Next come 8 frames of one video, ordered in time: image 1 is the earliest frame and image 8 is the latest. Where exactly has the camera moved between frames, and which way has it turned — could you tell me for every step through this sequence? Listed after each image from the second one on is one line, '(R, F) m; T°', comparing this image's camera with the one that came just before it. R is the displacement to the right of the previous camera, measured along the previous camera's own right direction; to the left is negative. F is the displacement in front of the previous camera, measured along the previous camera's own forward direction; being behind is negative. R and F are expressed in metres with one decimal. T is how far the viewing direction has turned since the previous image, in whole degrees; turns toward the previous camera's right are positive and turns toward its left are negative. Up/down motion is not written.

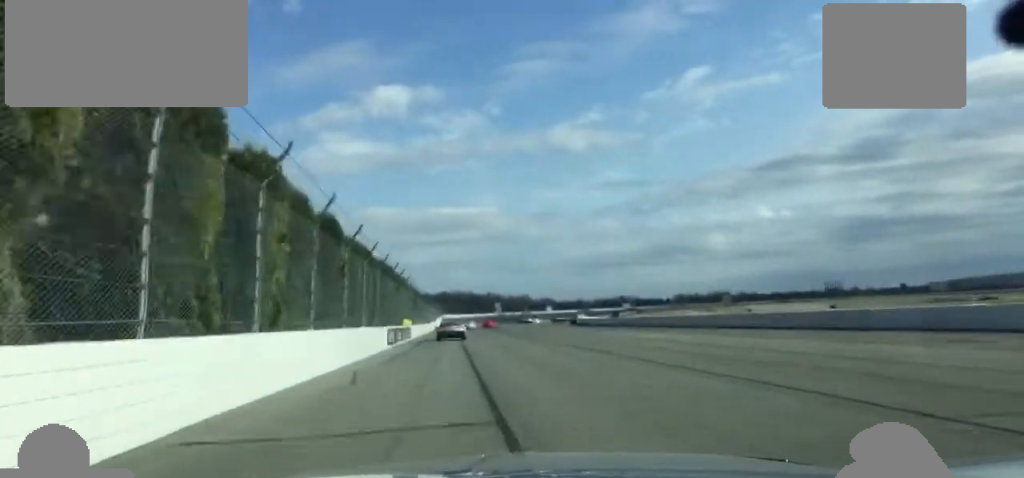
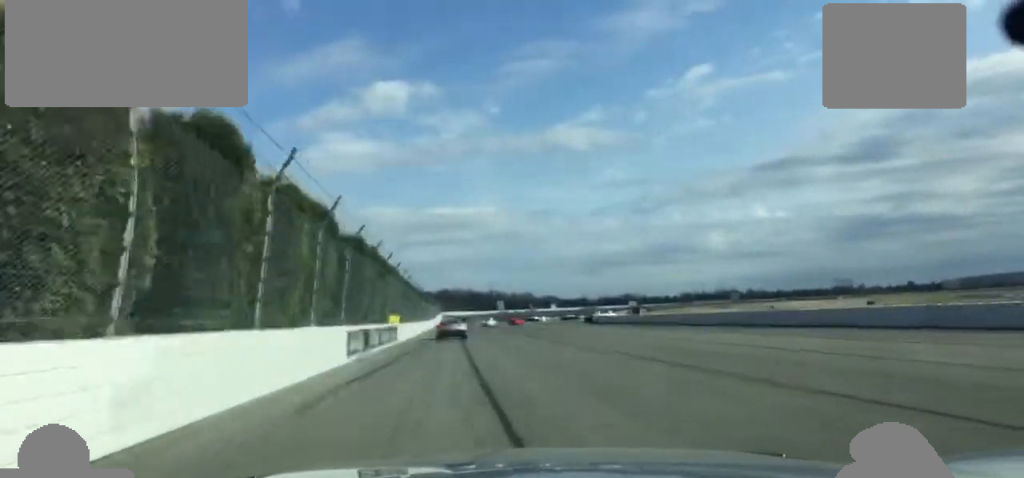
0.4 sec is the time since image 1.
(+0.1, +15.3) m; 0°
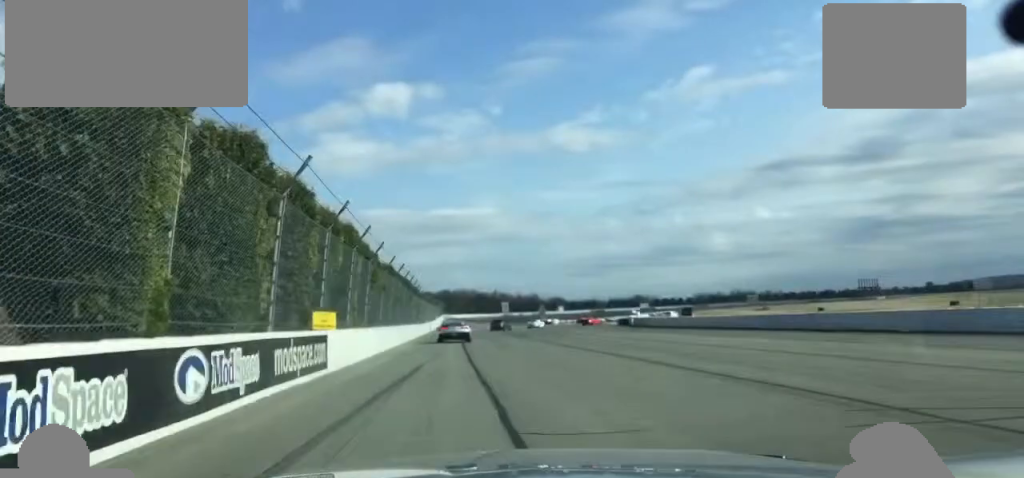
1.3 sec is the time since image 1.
(-0.2, +28.3) m; 0°
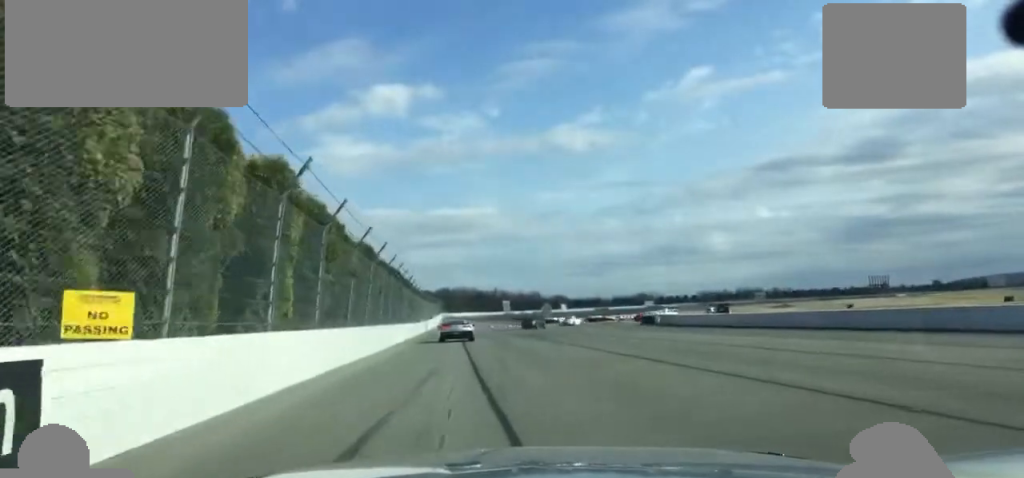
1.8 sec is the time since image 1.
(-0.1, +14.5) m; 0°
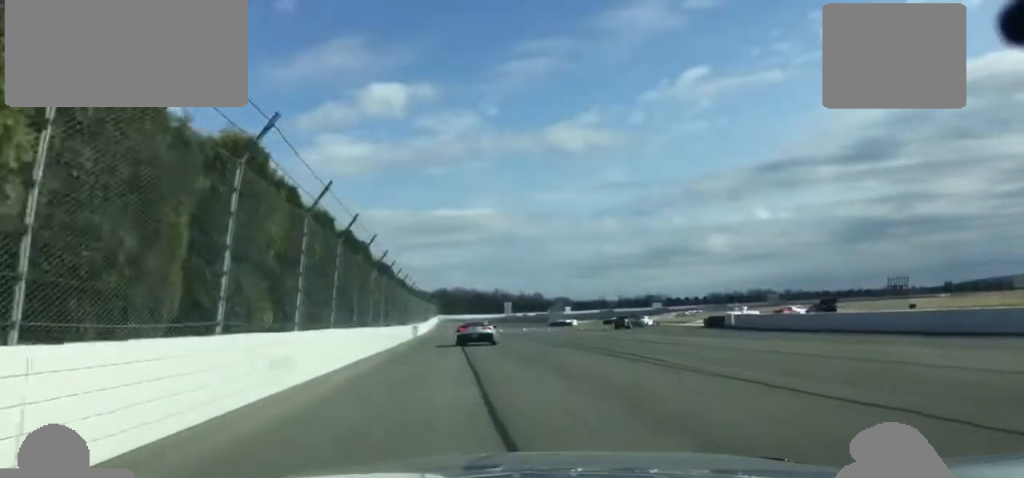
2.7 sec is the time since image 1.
(+0.3, +25.8) m; 0°
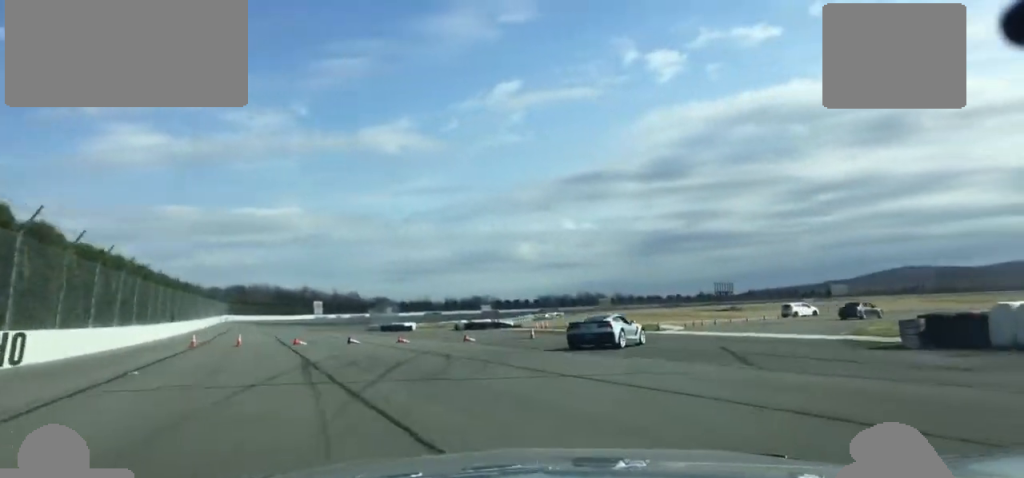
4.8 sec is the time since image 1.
(+5.2, +50.5) m; +17°
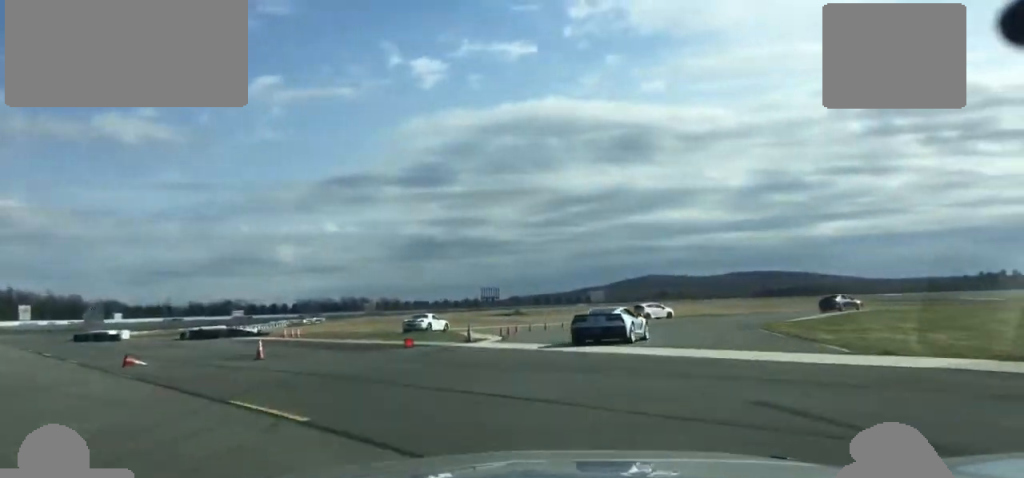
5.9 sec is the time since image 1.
(+2.2, +20.6) m; +13°
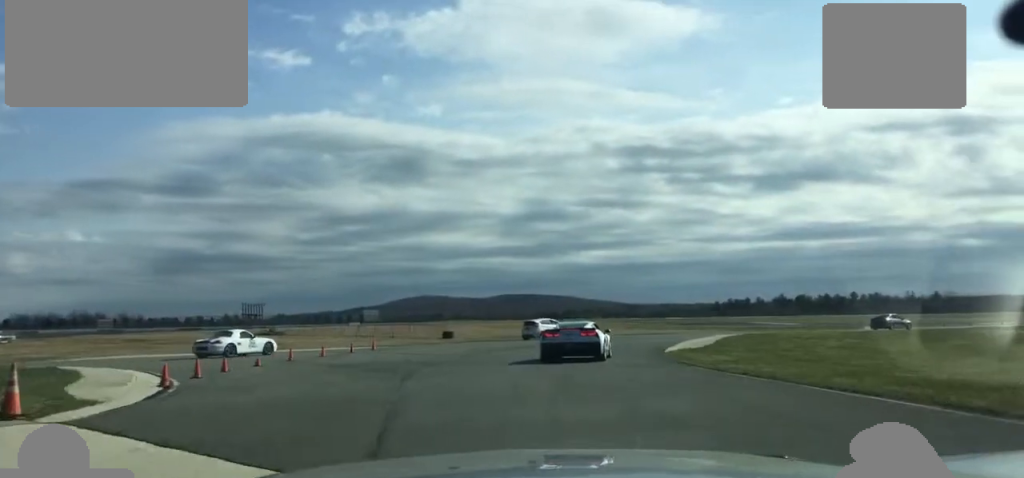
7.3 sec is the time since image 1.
(+3.3, +21.5) m; +14°
